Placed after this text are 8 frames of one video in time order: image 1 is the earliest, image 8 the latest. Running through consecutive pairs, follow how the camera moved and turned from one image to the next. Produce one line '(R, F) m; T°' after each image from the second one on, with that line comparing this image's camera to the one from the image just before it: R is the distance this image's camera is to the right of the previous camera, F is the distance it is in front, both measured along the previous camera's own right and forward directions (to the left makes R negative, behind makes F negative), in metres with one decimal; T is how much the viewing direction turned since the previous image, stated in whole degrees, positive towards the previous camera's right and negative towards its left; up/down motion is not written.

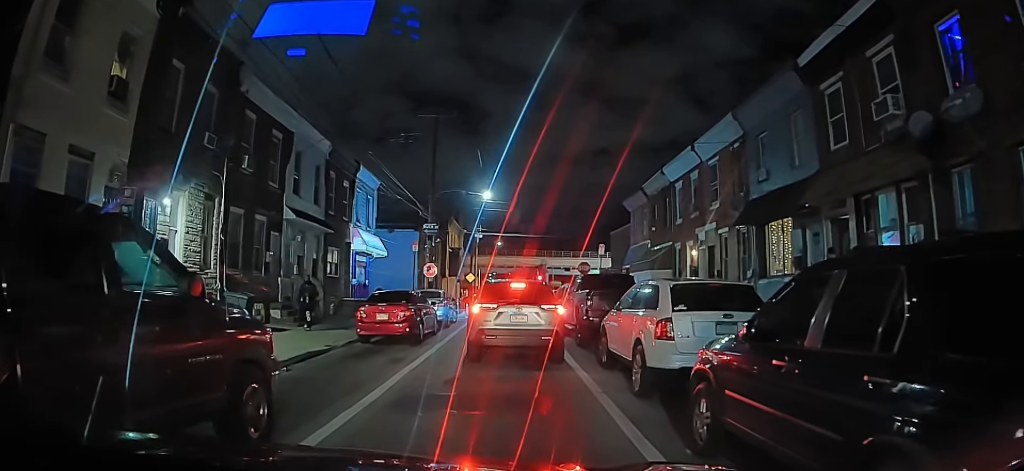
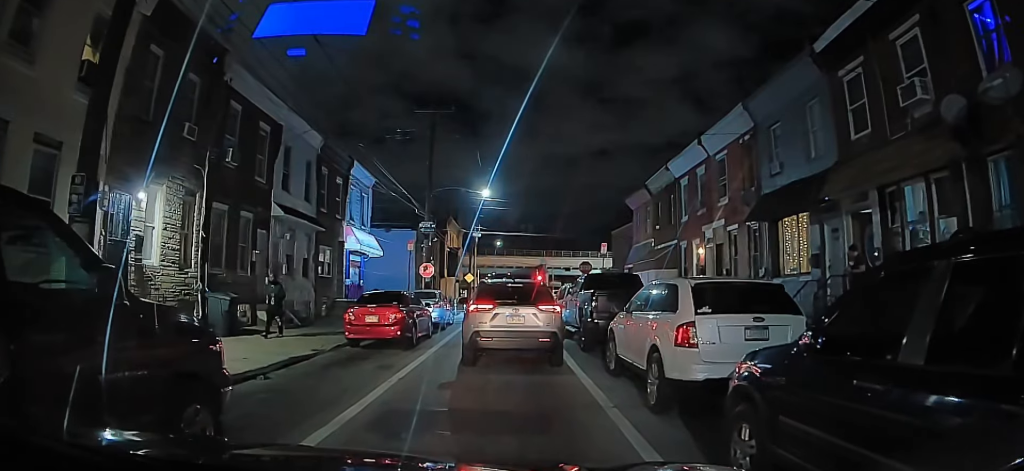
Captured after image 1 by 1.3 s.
(0.0, +0.8) m; 0°
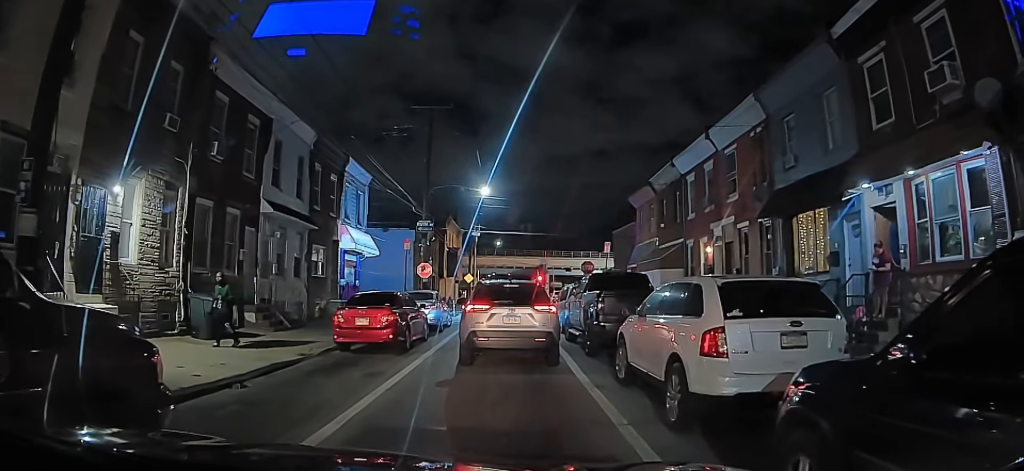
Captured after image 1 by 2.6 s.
(0.0, +1.0) m; 0°
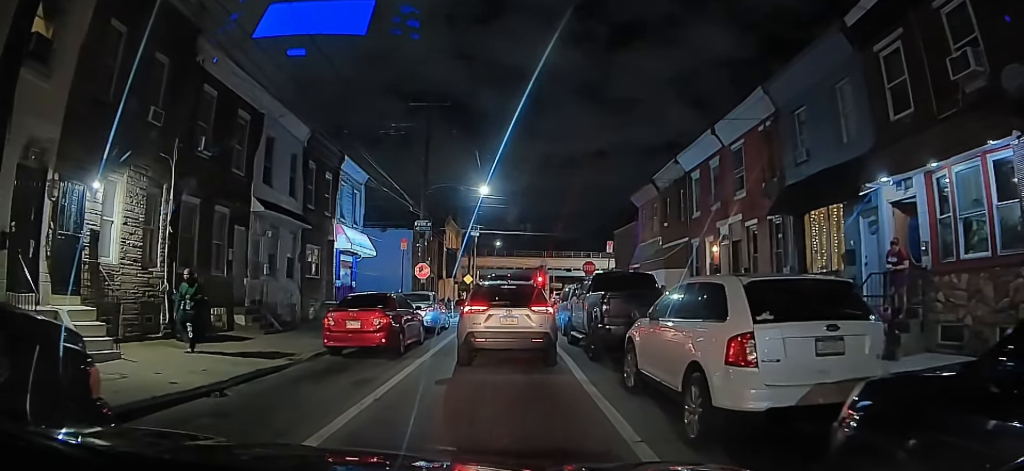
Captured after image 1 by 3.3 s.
(0.0, +0.7) m; 0°
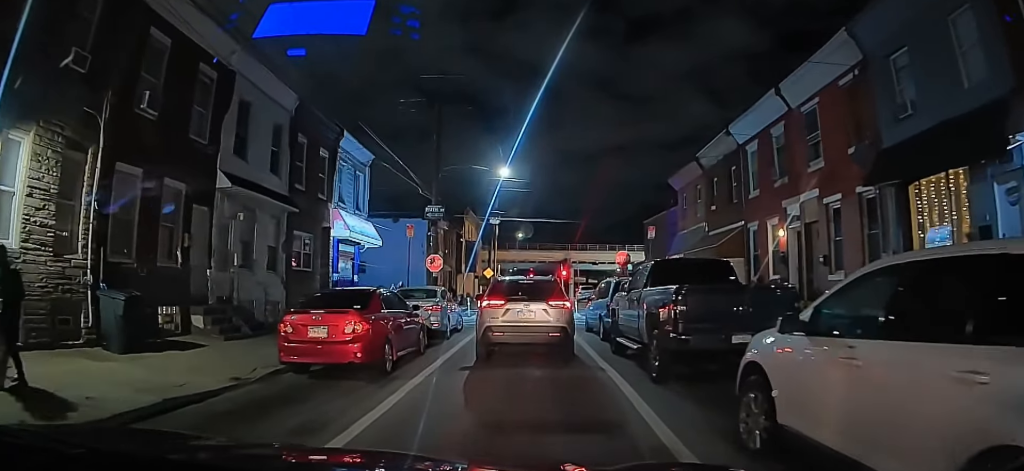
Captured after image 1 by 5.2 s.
(0.0, +3.4) m; -3°
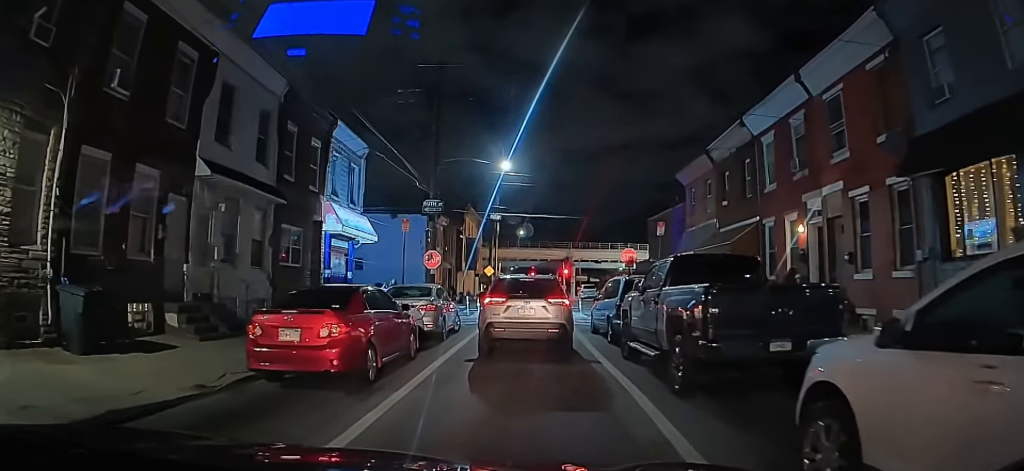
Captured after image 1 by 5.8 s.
(0.0, +1.2) m; +3°
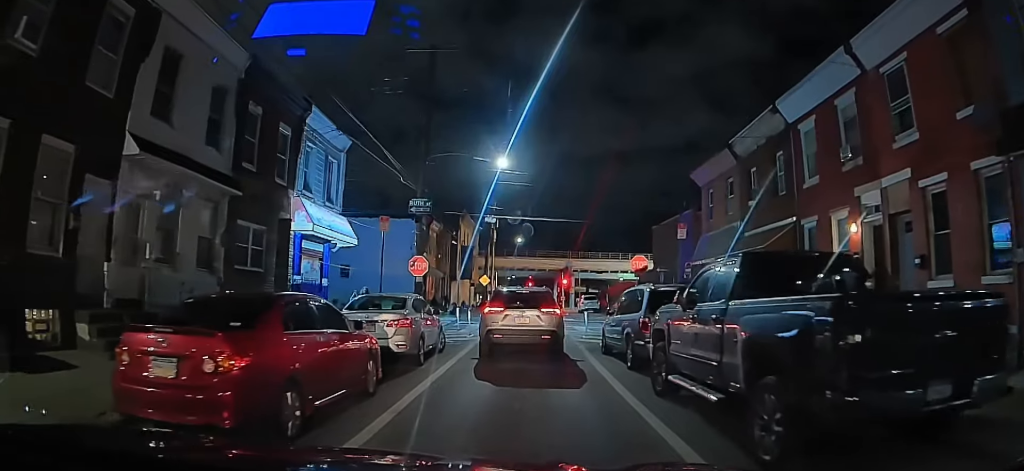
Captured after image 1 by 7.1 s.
(+0.2, +3.0) m; -2°
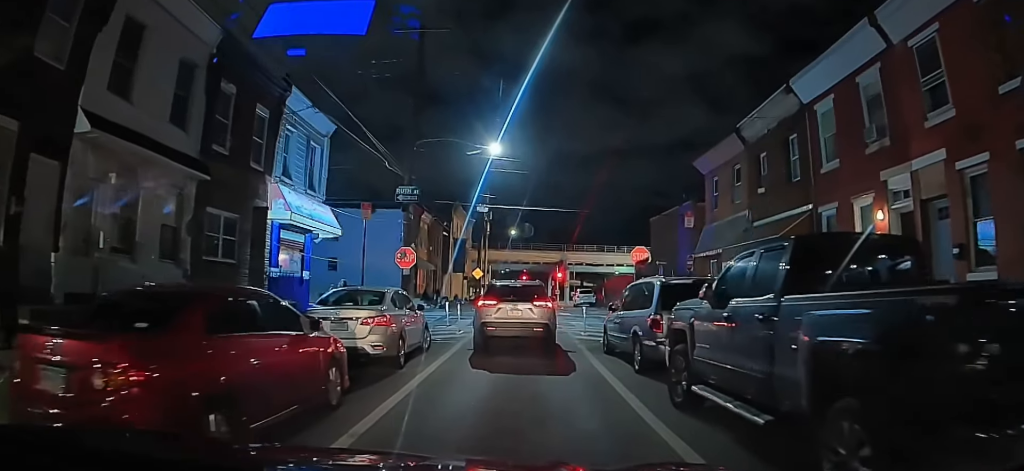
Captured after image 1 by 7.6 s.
(-0.1, +1.3) m; -1°
